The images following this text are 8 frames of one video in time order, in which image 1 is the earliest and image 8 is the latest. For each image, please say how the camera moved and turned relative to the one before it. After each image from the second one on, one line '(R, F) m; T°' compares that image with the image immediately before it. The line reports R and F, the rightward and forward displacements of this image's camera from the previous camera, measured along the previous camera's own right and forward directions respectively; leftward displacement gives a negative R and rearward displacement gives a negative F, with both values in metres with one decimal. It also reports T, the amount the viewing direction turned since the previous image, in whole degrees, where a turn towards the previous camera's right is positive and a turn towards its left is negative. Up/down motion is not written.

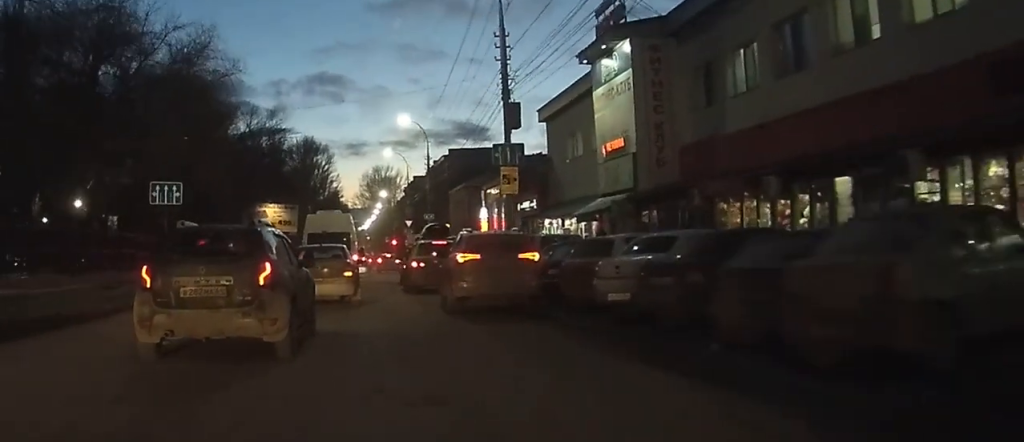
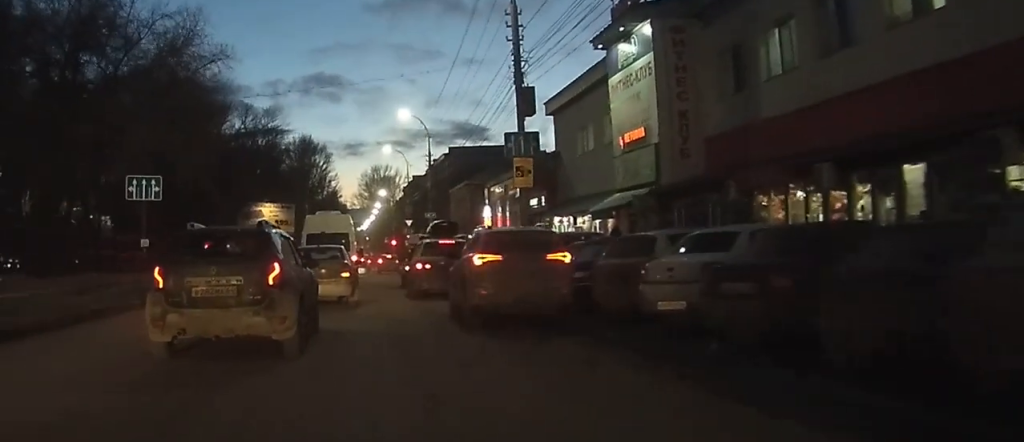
(0.0, +2.7) m; -1°
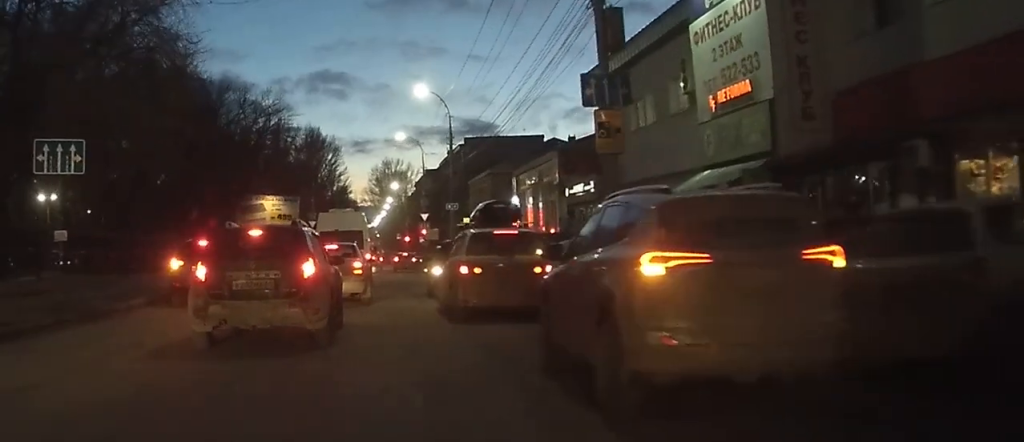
(-0.2, +8.3) m; -2°
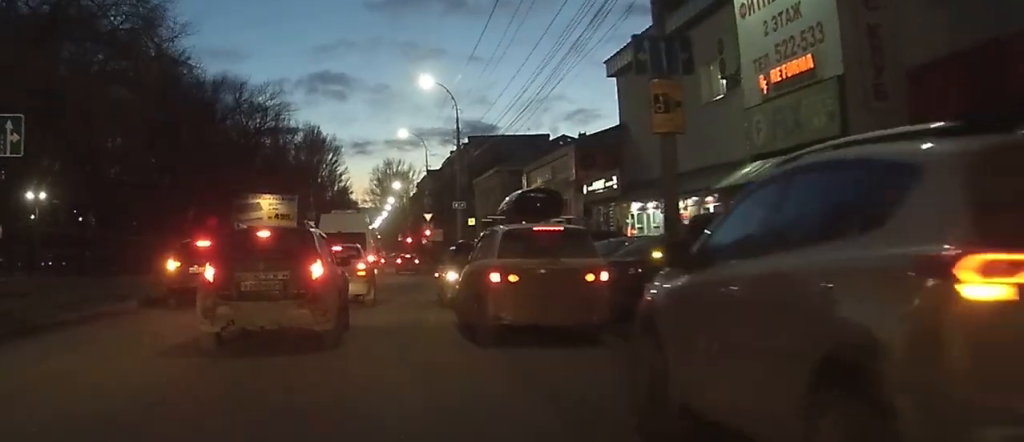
(0.0, +3.6) m; 0°
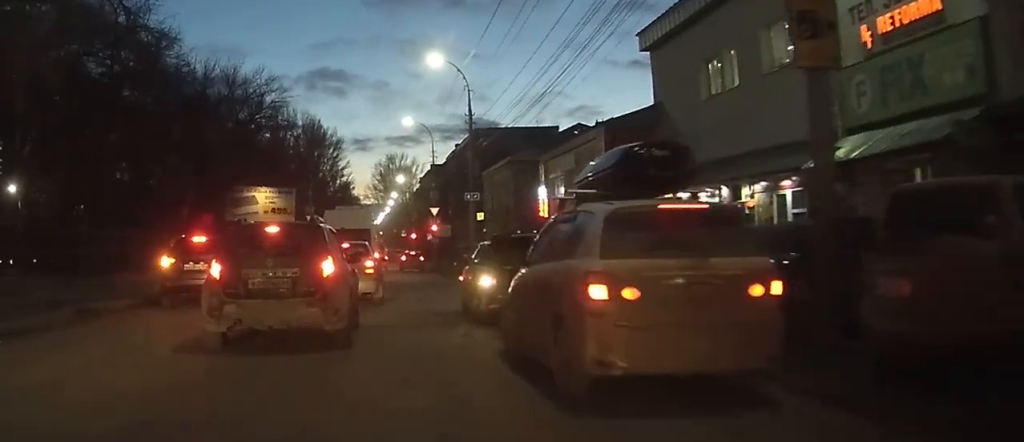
(0.0, +5.3) m; 0°
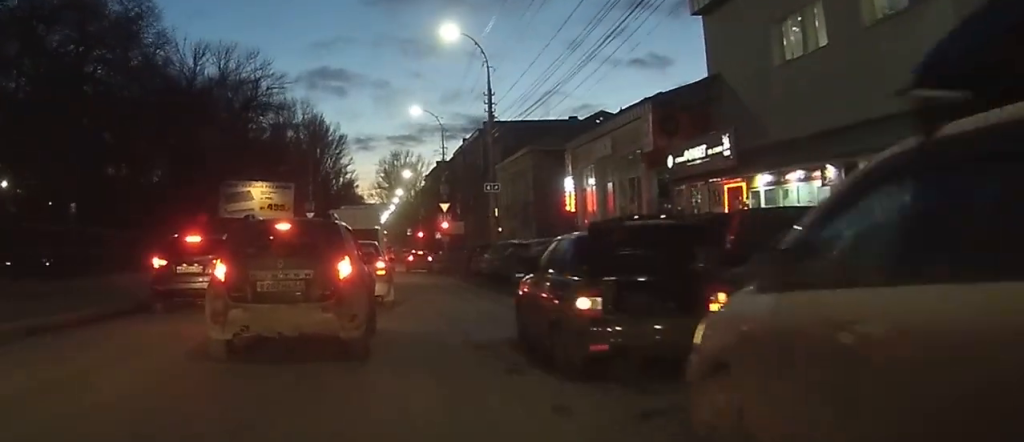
(0.0, +6.3) m; 0°
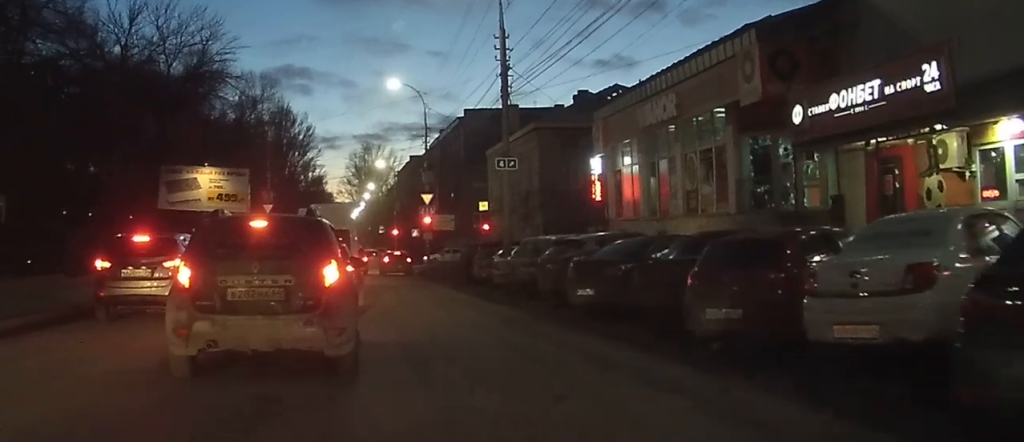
(-0.6, +13.4) m; -1°
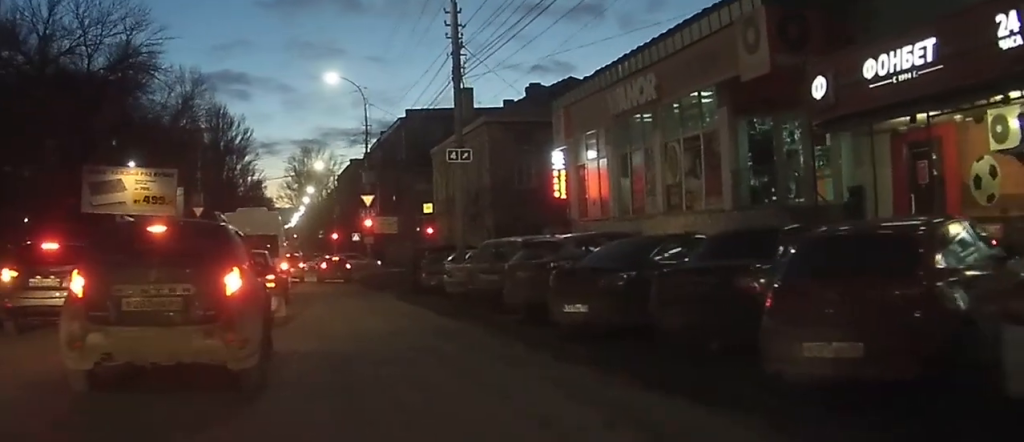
(+0.2, +4.4) m; +4°
